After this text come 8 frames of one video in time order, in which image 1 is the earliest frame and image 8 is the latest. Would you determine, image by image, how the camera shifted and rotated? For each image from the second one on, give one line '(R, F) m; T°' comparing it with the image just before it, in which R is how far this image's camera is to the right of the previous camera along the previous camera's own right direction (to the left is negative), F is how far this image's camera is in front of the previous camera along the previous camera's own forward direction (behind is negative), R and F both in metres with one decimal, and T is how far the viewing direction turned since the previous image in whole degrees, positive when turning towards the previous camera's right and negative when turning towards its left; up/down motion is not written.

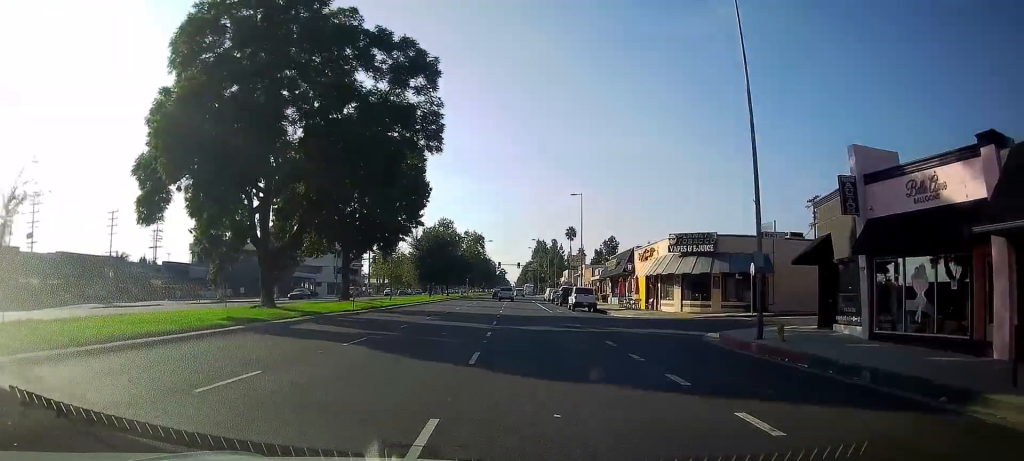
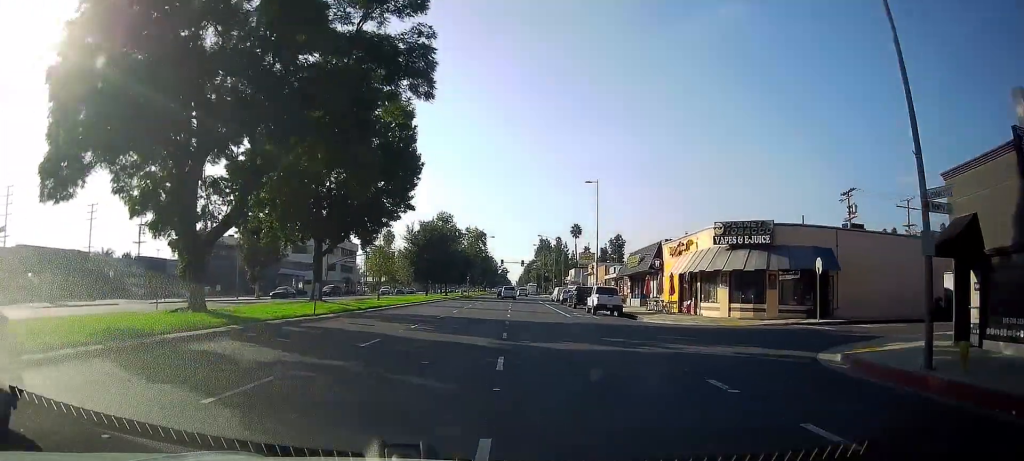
(0.0, +8.4) m; 0°
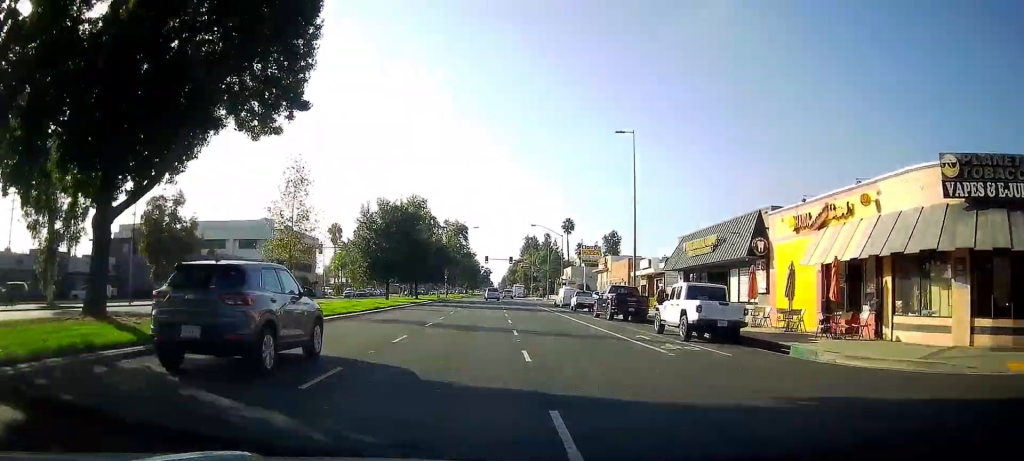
(-0.3, +20.4) m; -1°
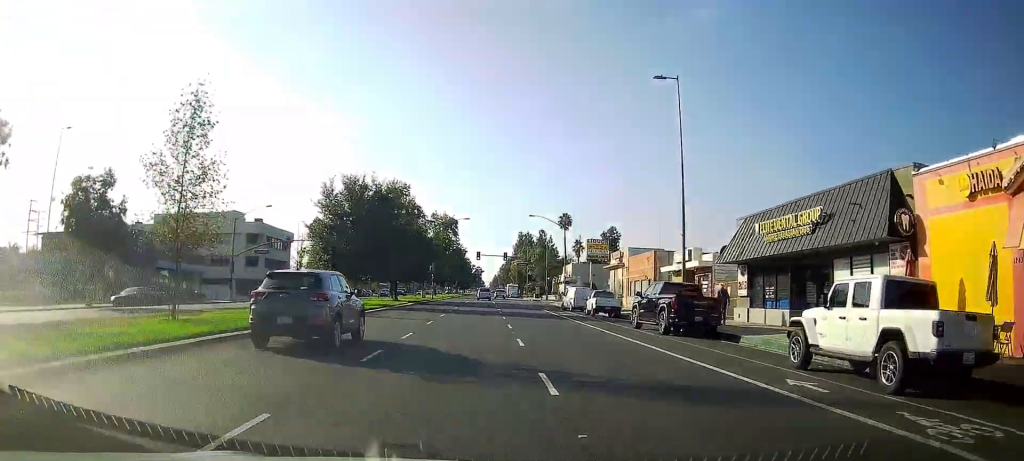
(-0.2, +11.5) m; 0°
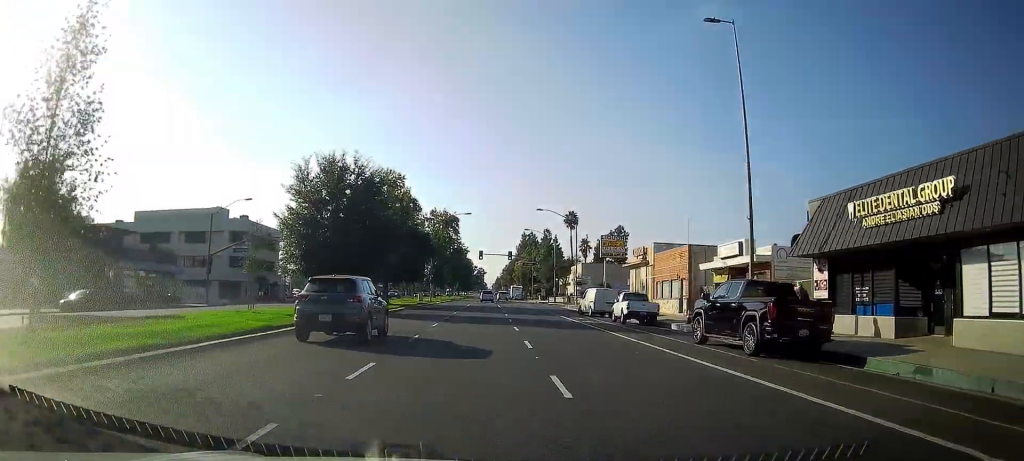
(+0.2, +7.1) m; 0°
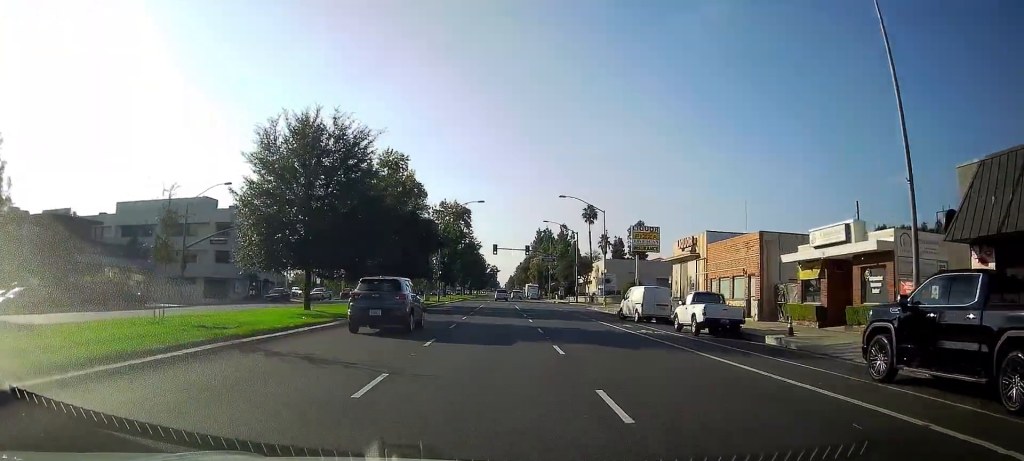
(0.0, +9.1) m; 0°
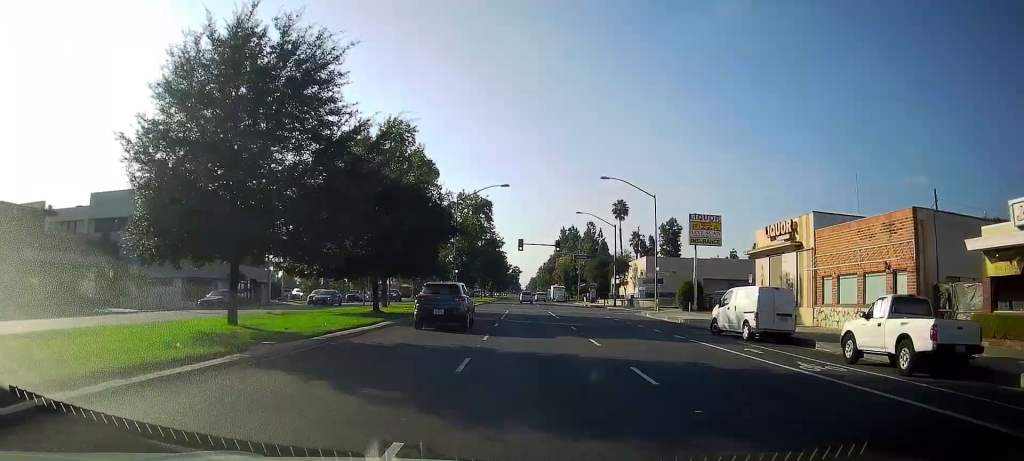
(-0.3, +11.0) m; 0°
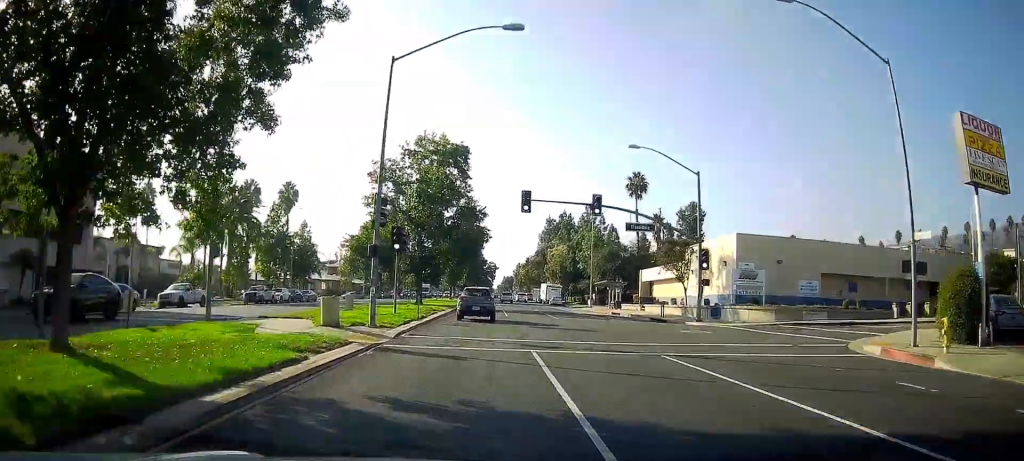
(+0.2, +35.1) m; 0°
